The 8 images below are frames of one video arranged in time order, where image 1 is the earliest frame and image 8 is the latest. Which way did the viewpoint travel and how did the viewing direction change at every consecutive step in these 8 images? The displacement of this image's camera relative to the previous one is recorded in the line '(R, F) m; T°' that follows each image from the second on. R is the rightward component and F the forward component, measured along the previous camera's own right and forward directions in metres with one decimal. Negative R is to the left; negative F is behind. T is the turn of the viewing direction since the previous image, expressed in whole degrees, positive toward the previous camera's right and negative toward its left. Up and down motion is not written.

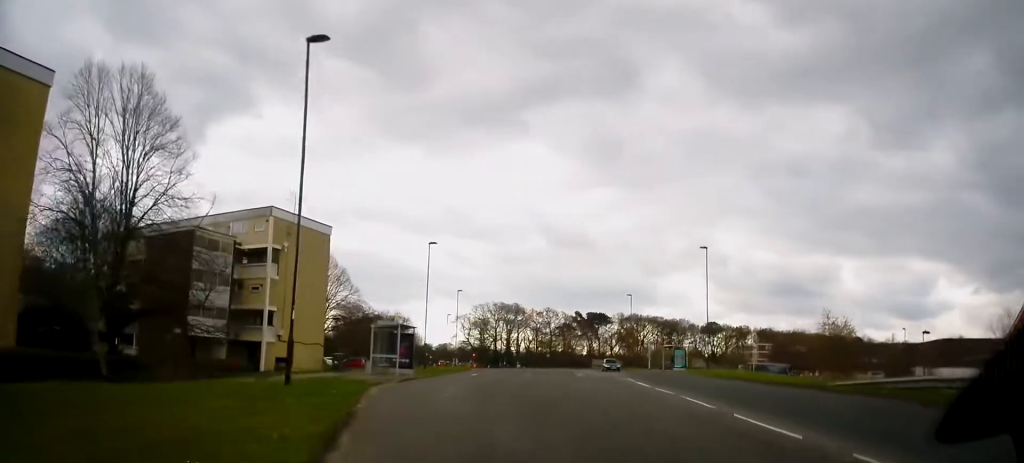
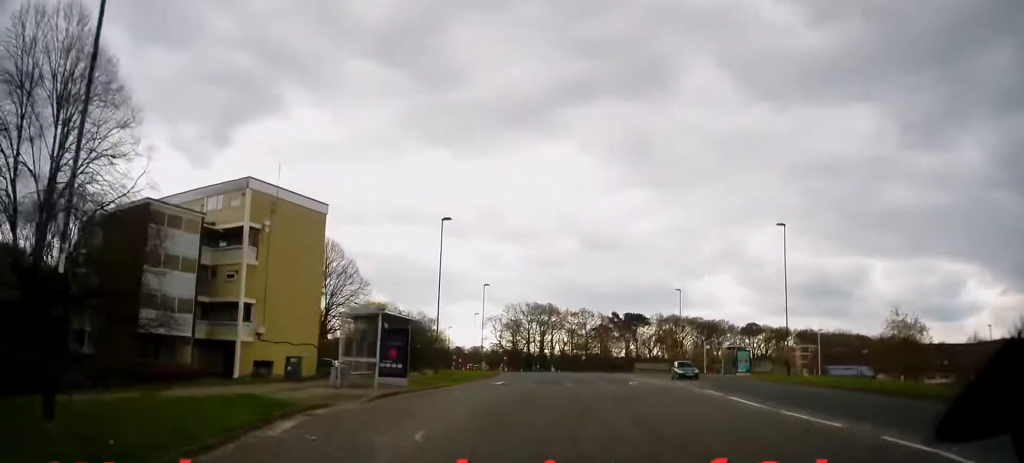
(-0.2, +10.1) m; -1°
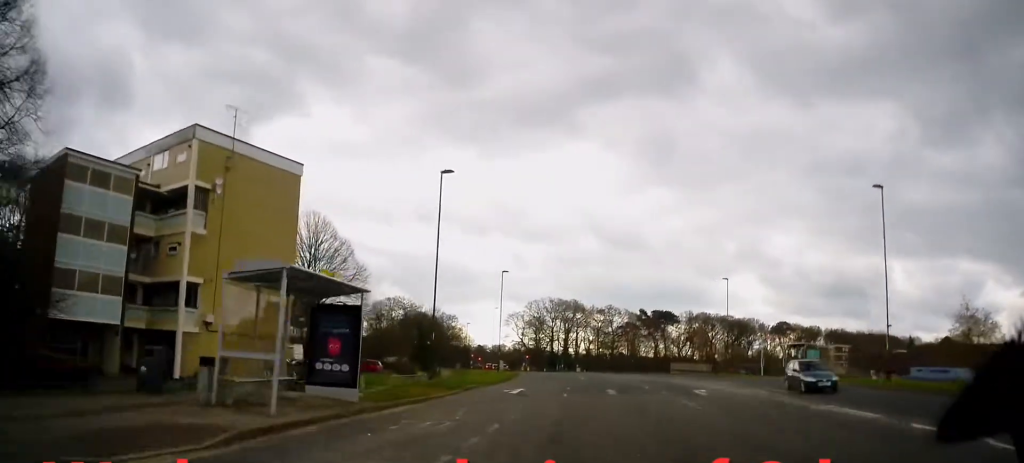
(0.0, +10.3) m; -1°
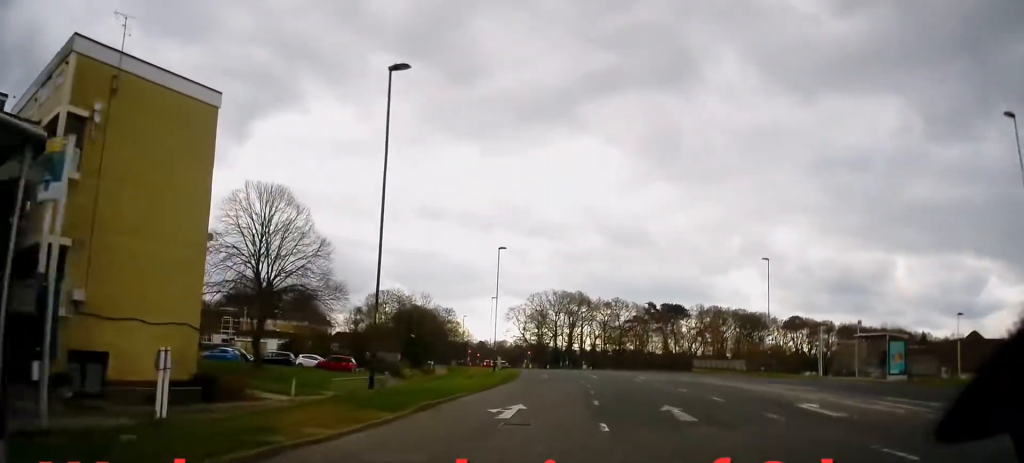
(-0.3, +11.3) m; -3°
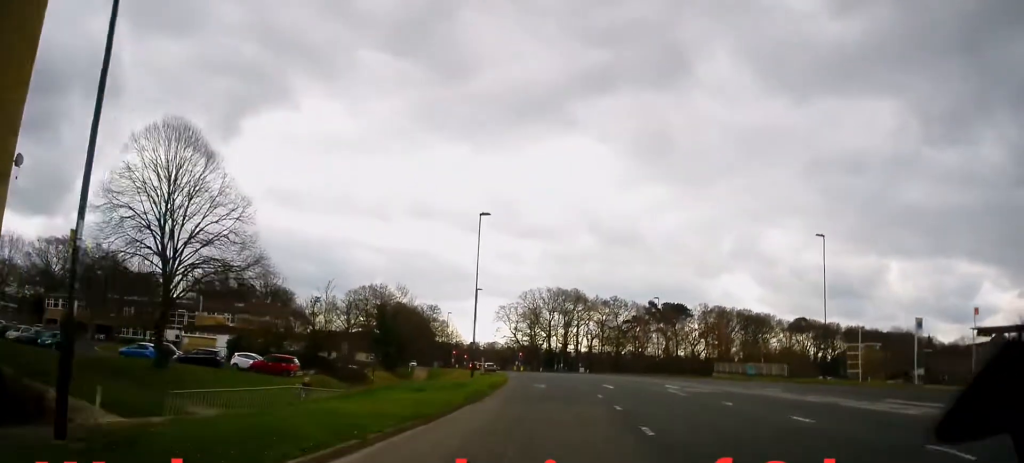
(-0.4, +12.4) m; +1°
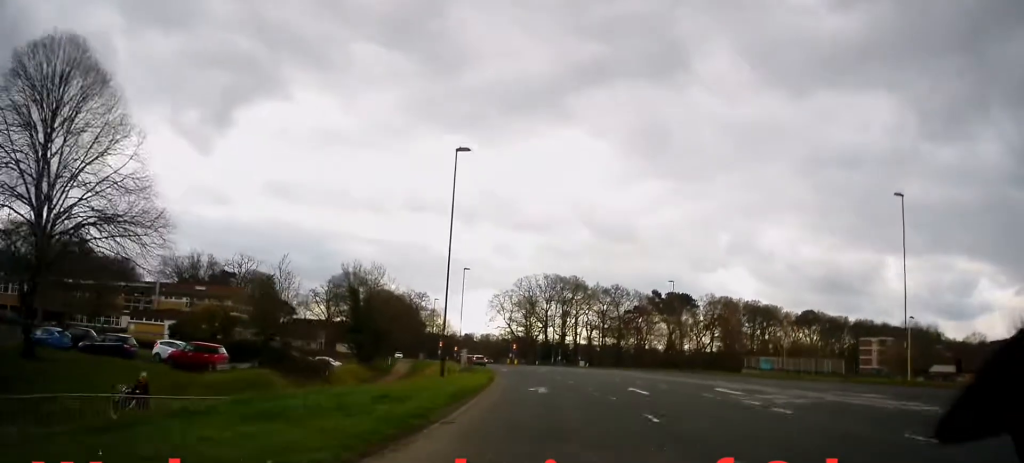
(+0.5, +10.6) m; +1°
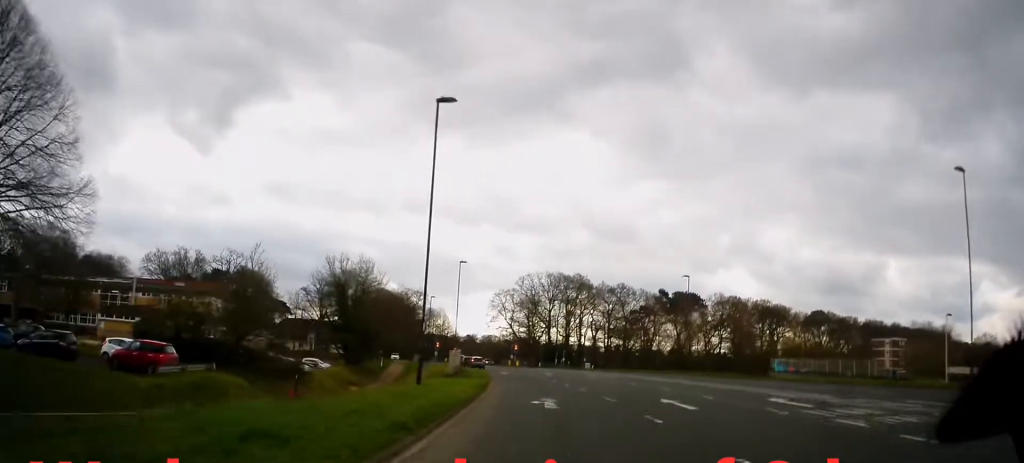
(-0.1, +5.8) m; -1°
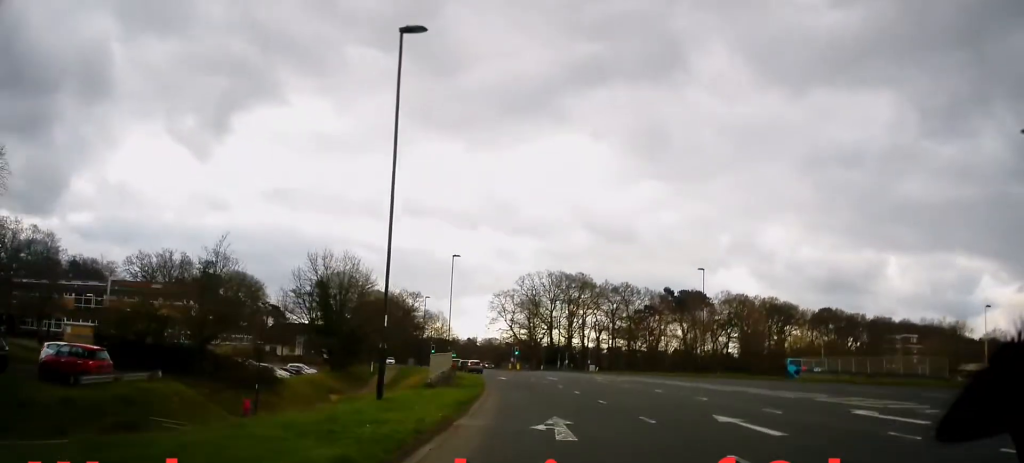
(-0.2, +5.4) m; -1°
